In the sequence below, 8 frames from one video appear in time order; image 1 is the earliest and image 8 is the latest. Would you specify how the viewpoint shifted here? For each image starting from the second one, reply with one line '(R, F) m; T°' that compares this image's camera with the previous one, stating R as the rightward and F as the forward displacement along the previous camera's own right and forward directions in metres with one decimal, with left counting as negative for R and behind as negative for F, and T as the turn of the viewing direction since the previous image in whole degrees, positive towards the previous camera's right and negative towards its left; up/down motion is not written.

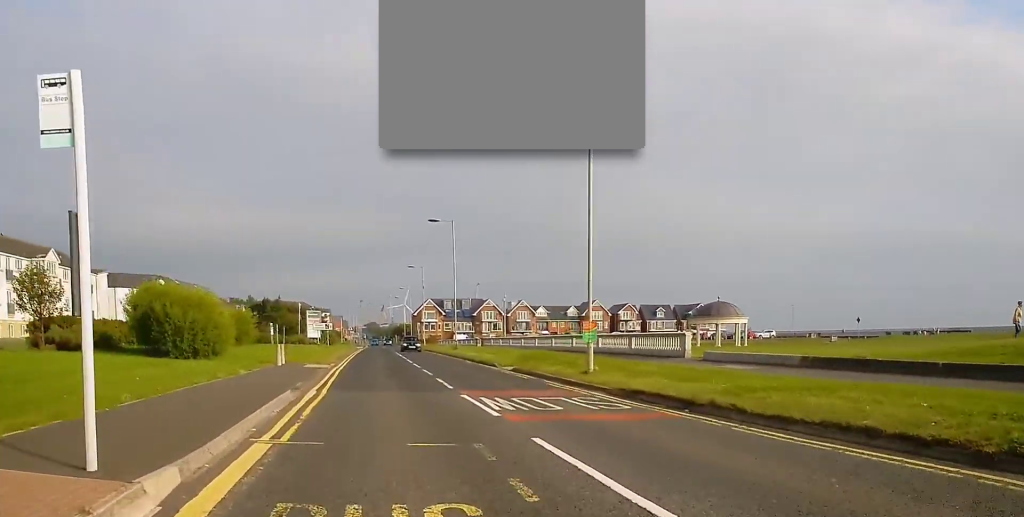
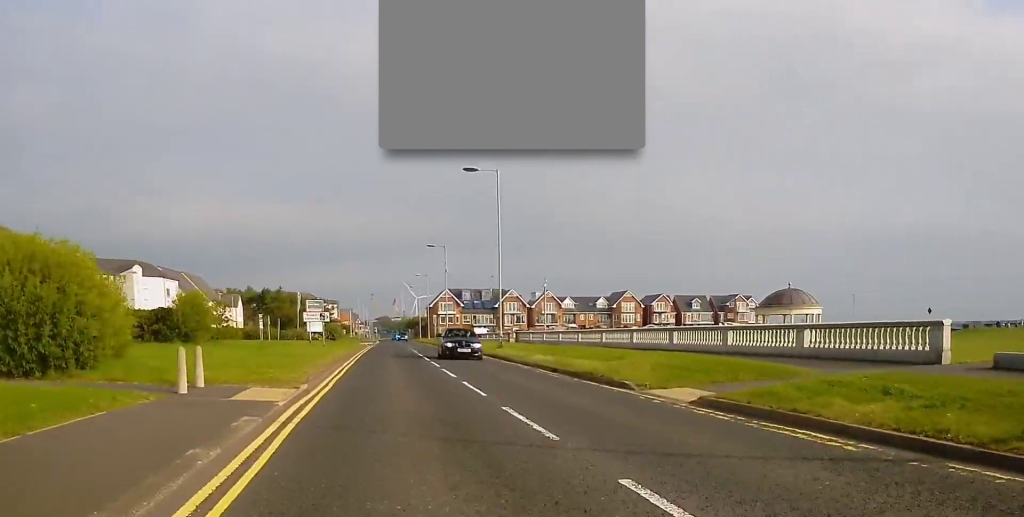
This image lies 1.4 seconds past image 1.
(-0.4, +16.7) m; -1°
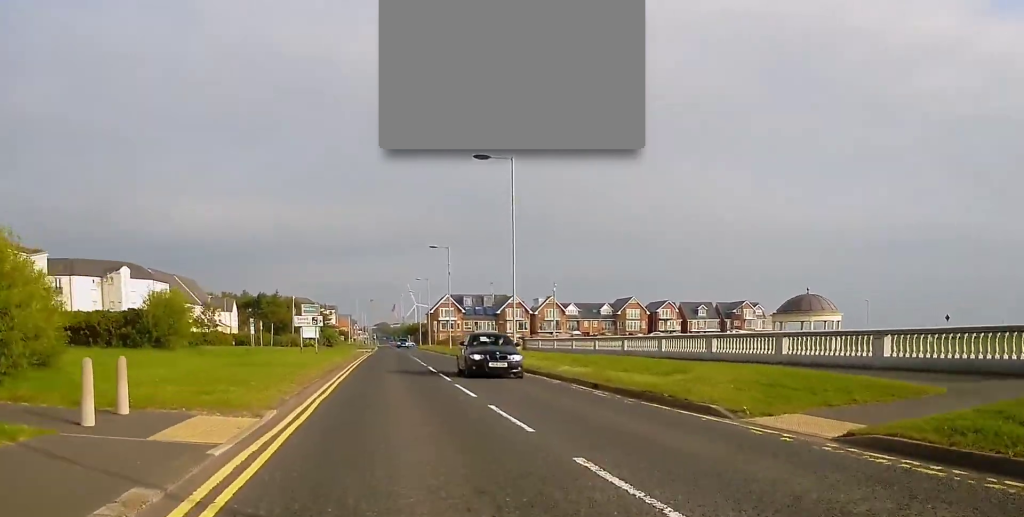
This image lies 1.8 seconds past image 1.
(0.0, +4.8) m; 0°
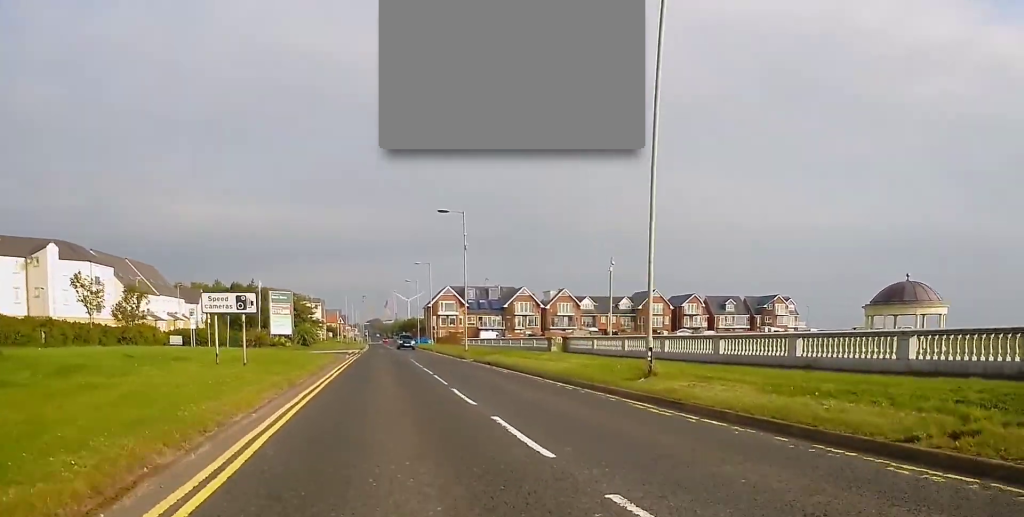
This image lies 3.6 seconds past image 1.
(0.0, +20.5) m; 0°
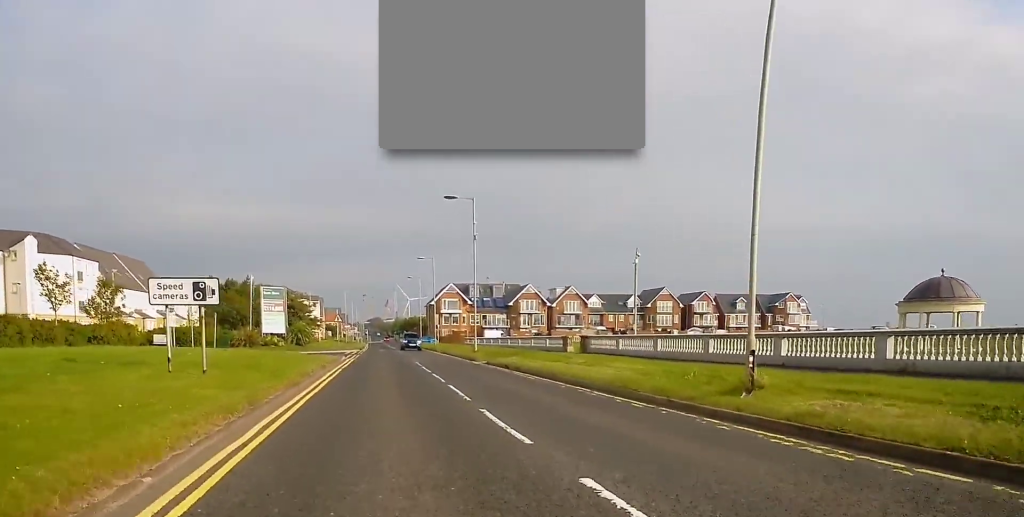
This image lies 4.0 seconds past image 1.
(0.0, +5.6) m; 0°
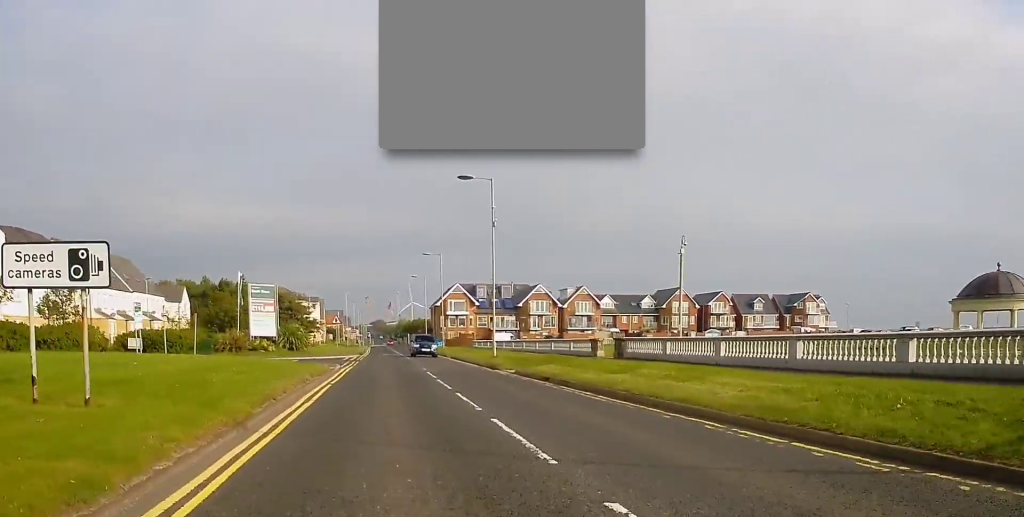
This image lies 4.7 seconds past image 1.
(0.0, +7.2) m; 0°
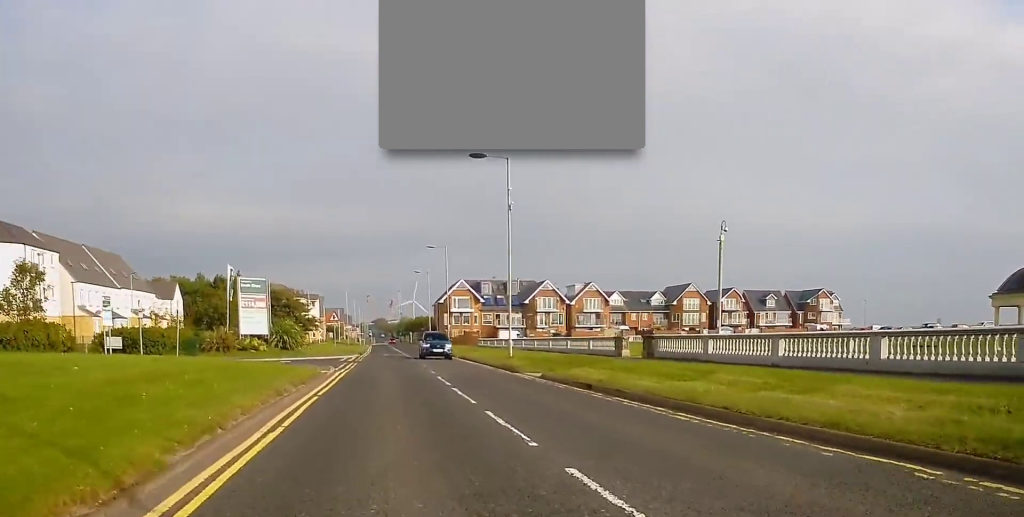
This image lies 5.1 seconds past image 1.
(0.0, +5.0) m; 0°
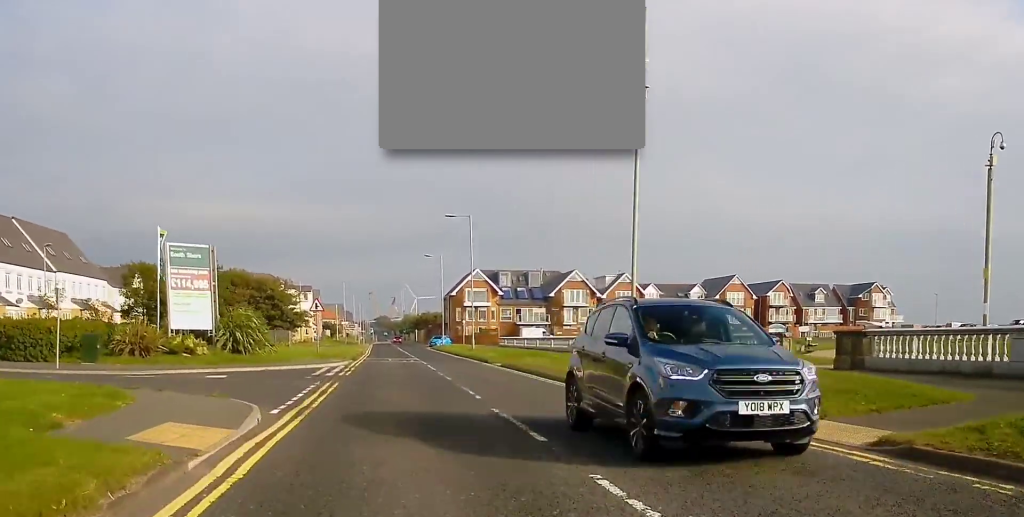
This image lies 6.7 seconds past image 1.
(0.0, +18.1) m; 0°
